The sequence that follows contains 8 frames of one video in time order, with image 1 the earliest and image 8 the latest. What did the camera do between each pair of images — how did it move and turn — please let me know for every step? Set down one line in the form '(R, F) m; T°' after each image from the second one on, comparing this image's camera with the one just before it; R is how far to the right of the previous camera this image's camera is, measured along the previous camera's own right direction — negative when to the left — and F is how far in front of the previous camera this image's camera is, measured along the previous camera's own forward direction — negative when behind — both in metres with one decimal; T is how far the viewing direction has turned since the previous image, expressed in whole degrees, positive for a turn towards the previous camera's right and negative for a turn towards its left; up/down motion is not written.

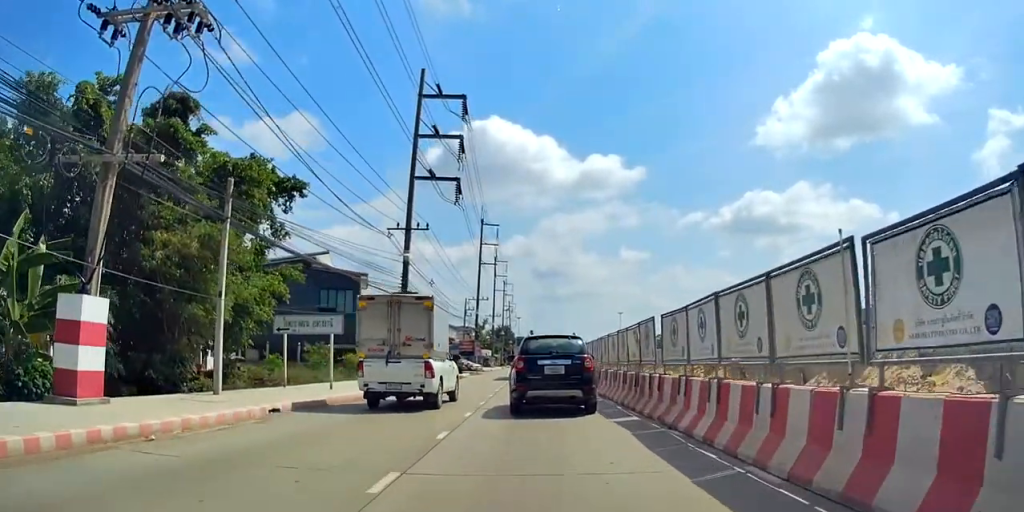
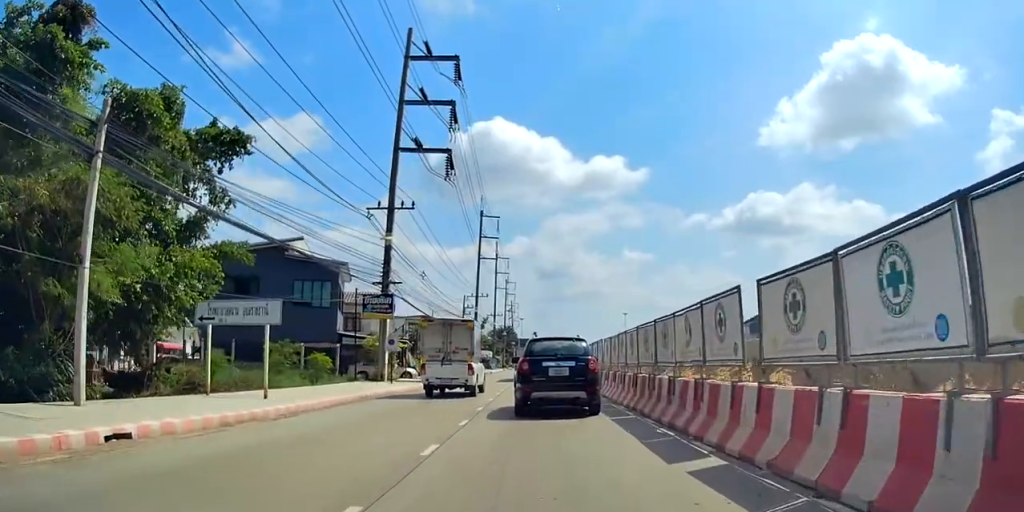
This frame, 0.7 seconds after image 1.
(+0.3, +5.4) m; +1°
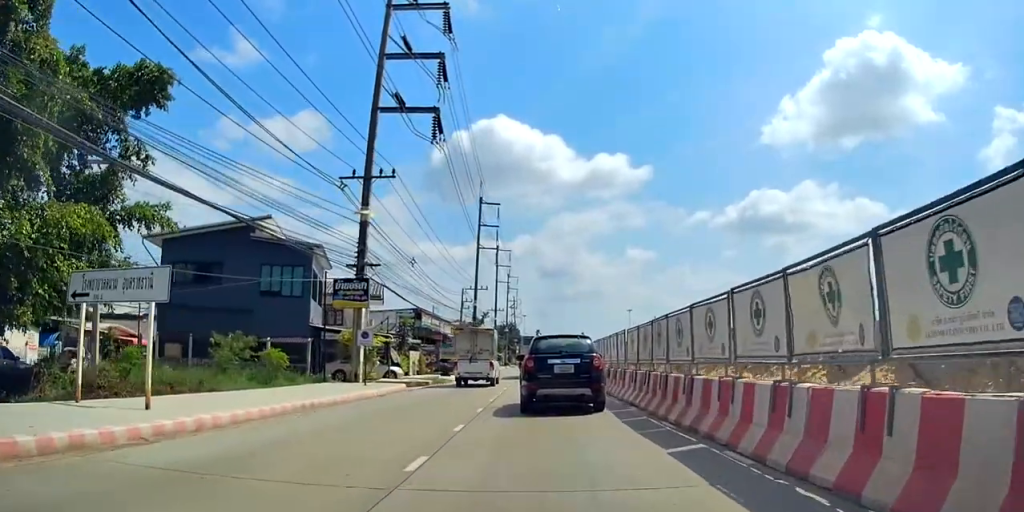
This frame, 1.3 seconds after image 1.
(-0.2, +4.7) m; -2°
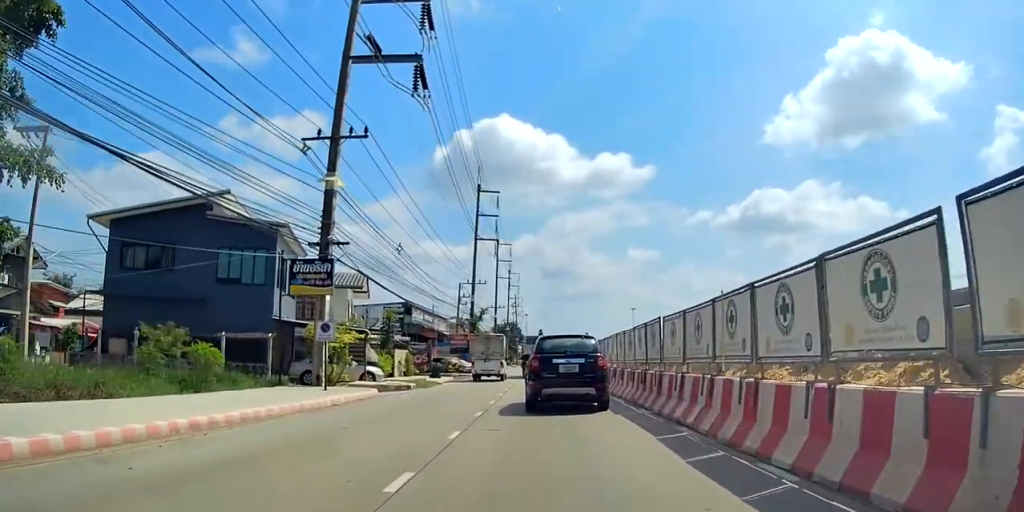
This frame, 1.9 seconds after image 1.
(-0.1, +4.7) m; -1°
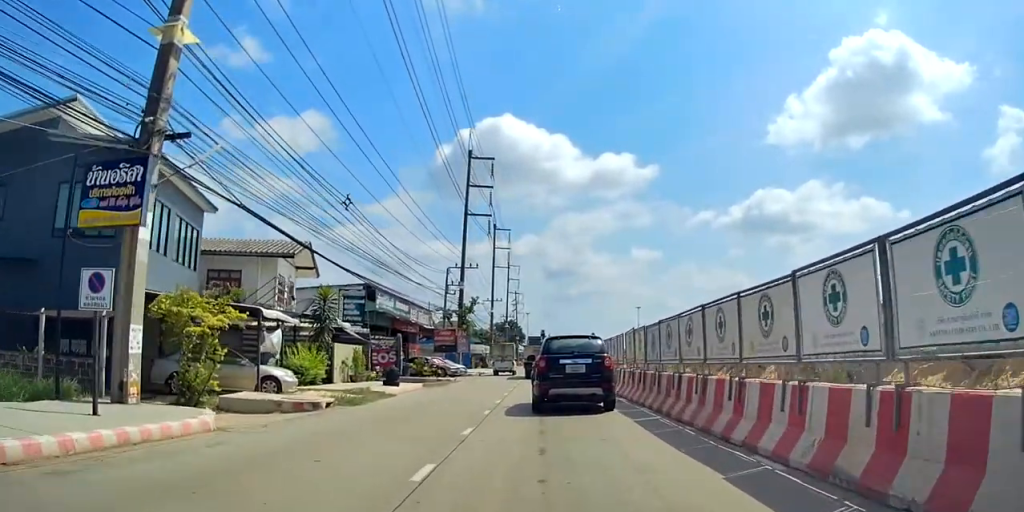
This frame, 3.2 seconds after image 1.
(-0.1, +10.0) m; +1°
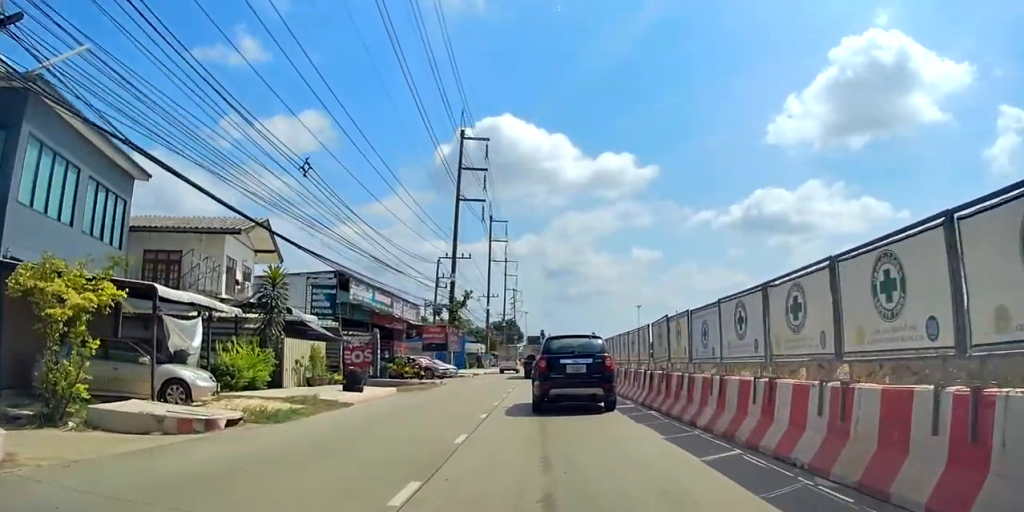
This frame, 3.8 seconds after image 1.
(0.0, +4.6) m; +1°
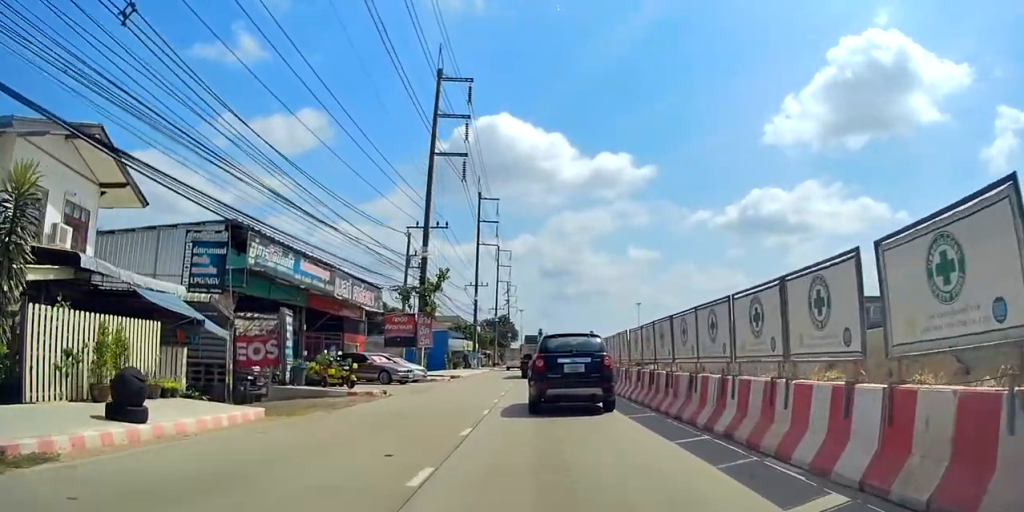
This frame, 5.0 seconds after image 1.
(0.0, +10.0) m; -3°
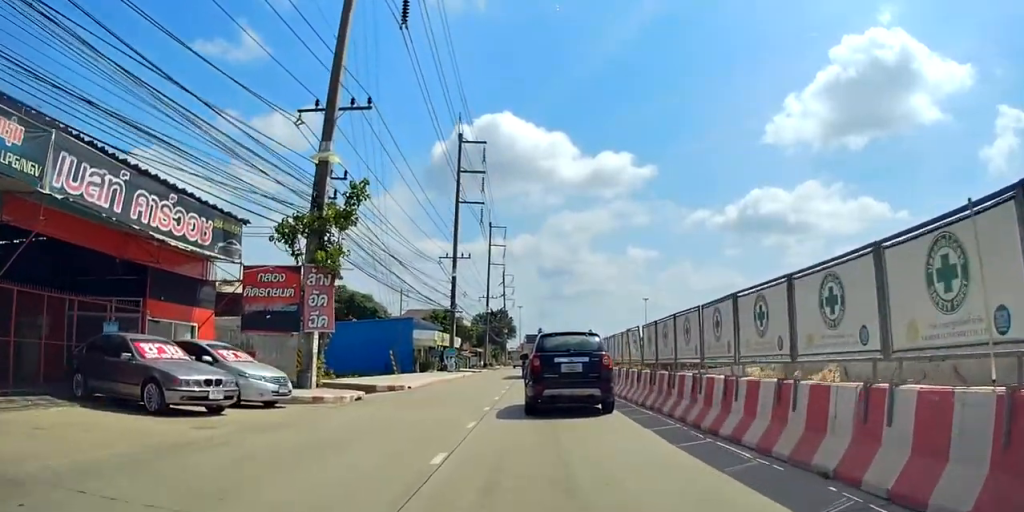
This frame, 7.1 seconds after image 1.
(-0.1, +18.0) m; 0°
